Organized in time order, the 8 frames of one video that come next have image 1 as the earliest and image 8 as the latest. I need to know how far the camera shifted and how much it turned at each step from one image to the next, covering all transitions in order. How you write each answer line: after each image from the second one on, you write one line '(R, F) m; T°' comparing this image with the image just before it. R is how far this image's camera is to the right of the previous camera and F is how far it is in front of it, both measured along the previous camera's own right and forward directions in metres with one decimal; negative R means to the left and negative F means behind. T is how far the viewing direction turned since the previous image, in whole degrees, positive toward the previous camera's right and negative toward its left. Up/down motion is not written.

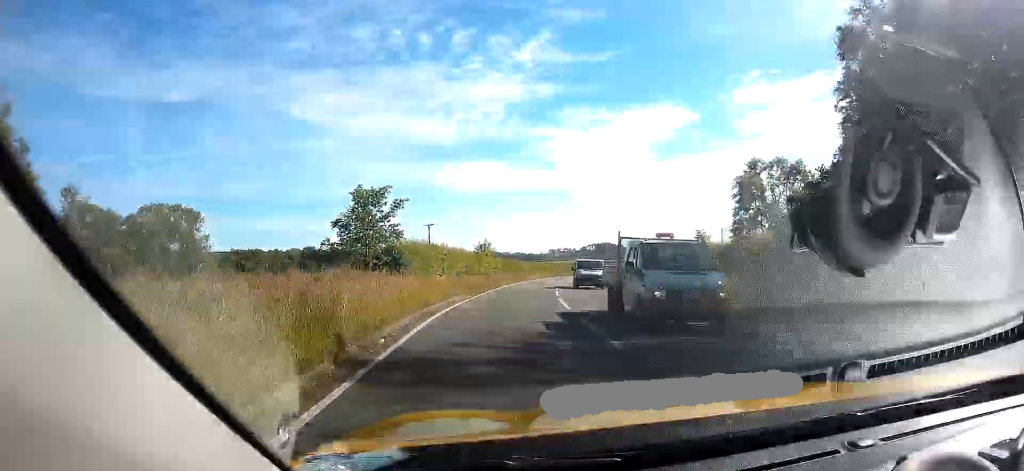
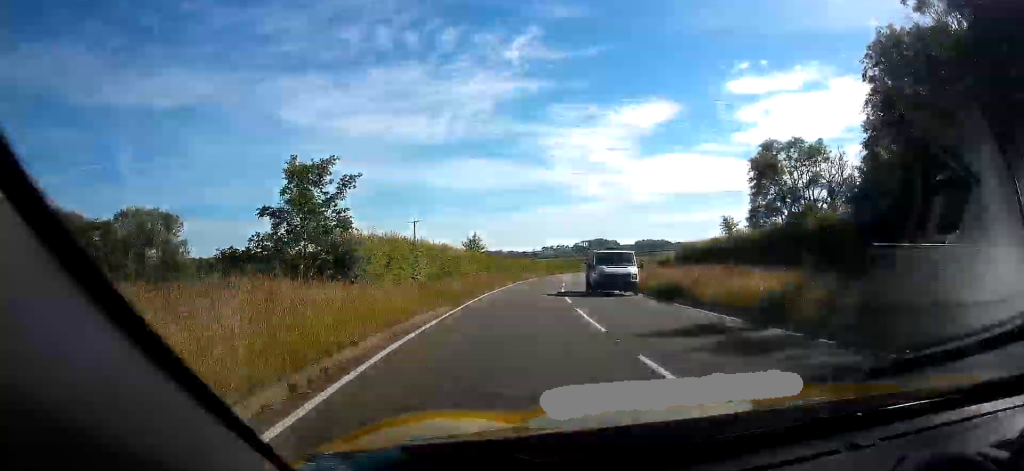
(0.0, +7.4) m; 0°
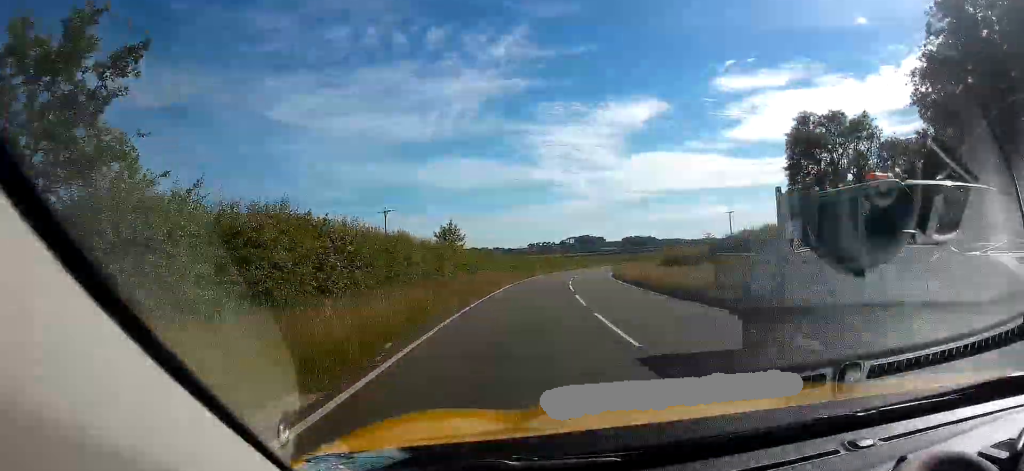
(0.0, +11.8) m; 0°
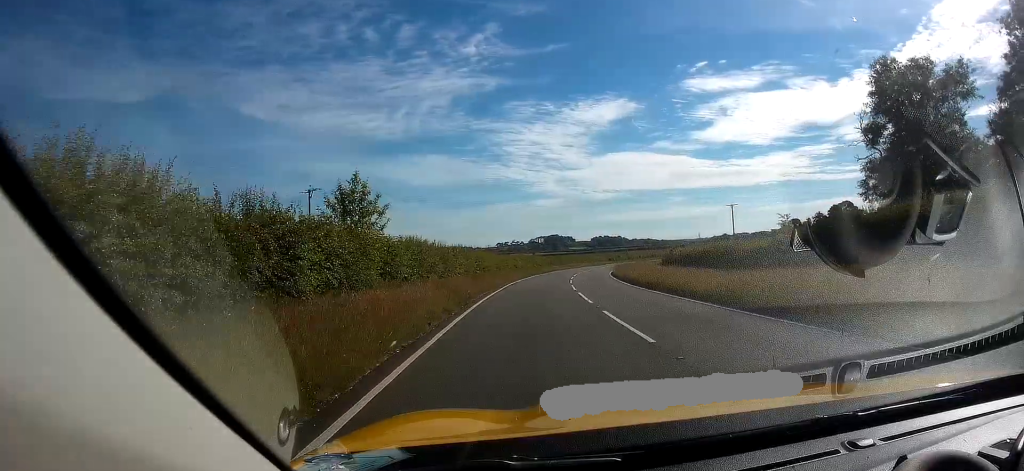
(+0.2, +18.4) m; +3°
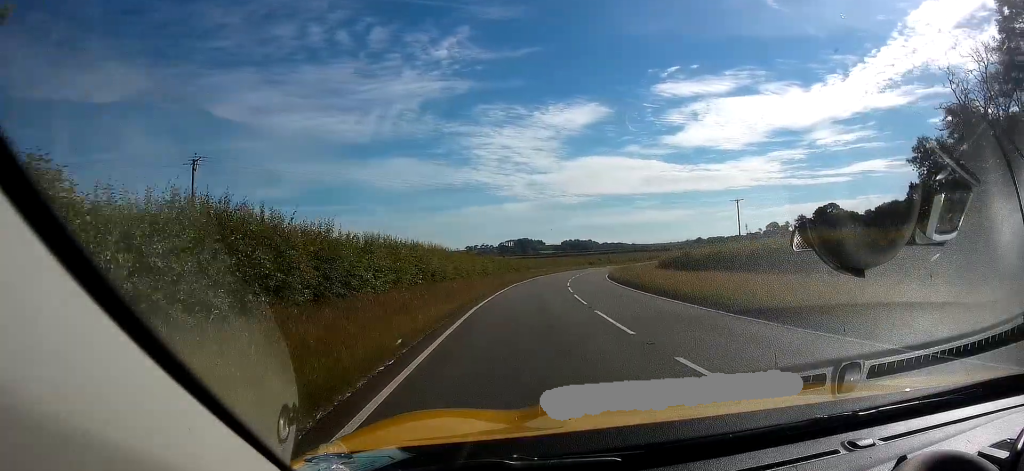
(+0.6, +16.6) m; +4°
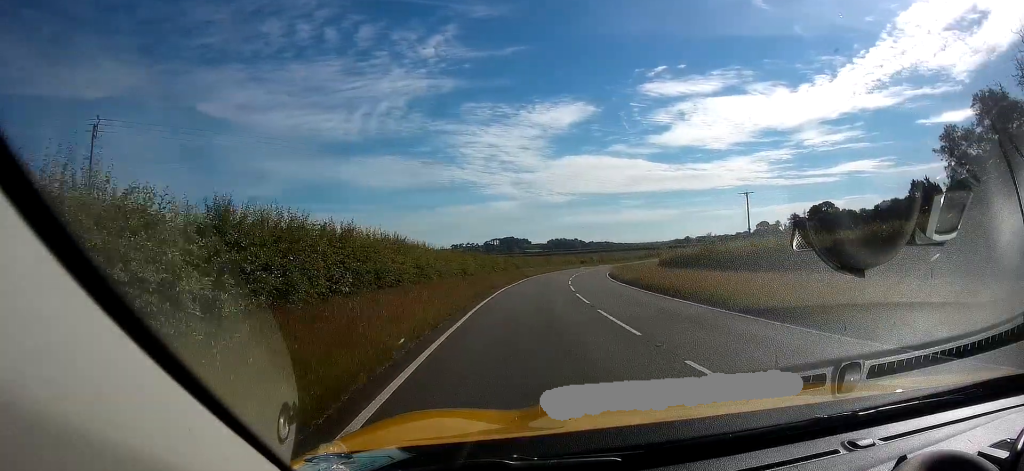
(+0.1, +9.4) m; +2°
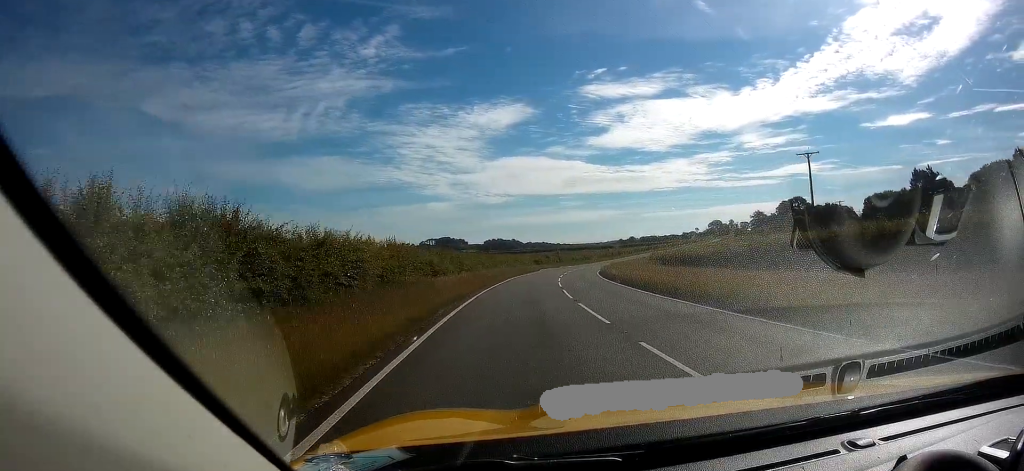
(+2.1, +34.9) m; +7°
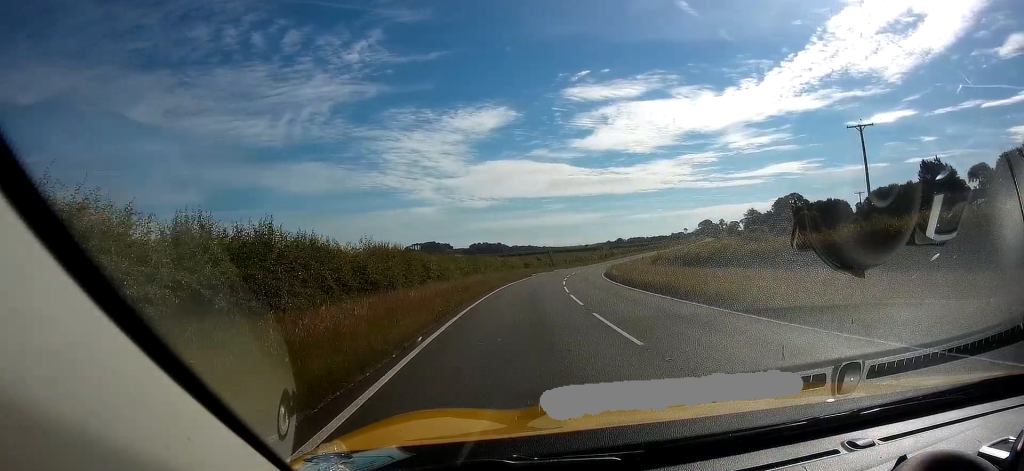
(+0.4, +12.2) m; +2°
